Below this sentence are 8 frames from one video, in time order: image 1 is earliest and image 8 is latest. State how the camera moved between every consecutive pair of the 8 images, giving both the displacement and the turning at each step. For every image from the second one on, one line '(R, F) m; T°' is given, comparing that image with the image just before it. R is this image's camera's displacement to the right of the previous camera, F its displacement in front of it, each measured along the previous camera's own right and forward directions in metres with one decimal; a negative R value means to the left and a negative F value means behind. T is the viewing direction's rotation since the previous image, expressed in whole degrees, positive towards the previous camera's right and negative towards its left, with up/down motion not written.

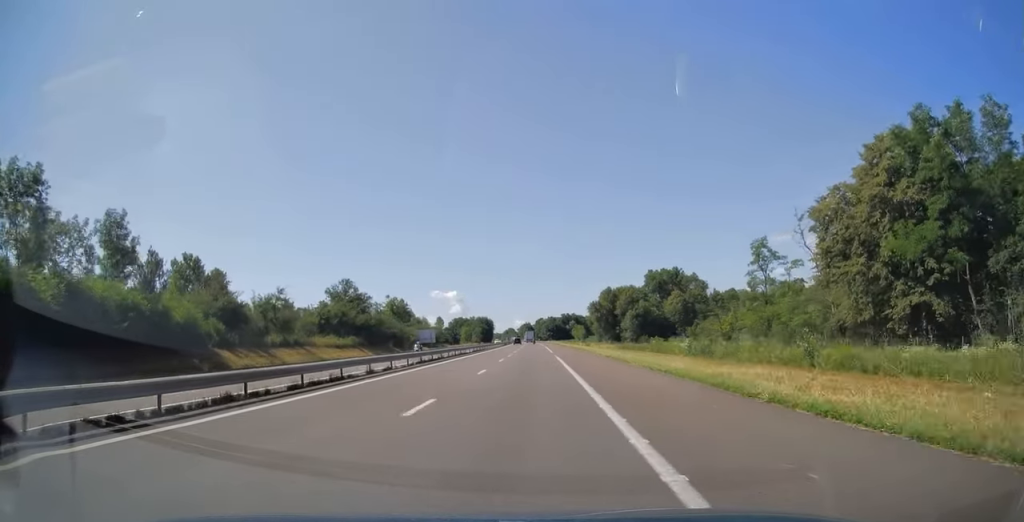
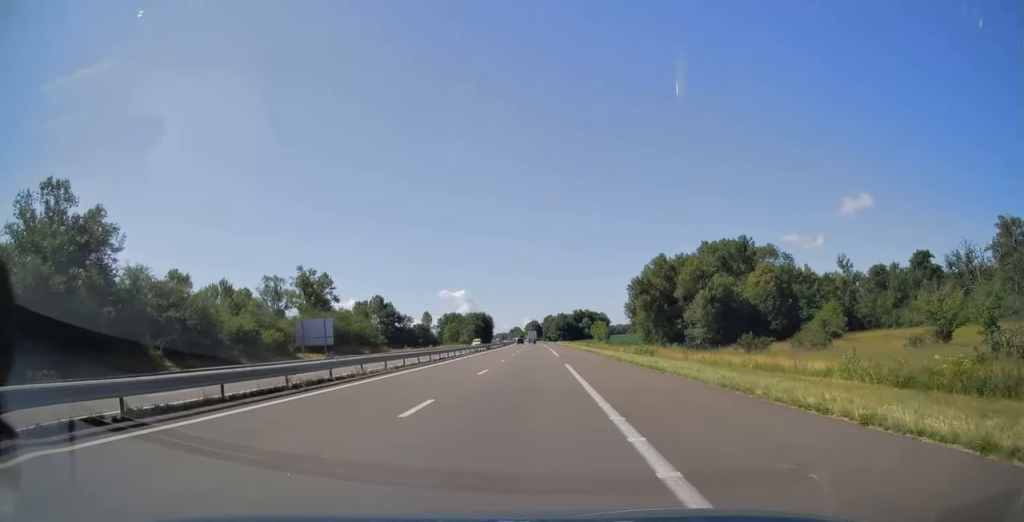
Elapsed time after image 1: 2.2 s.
(-0.4, +65.4) m; -1°
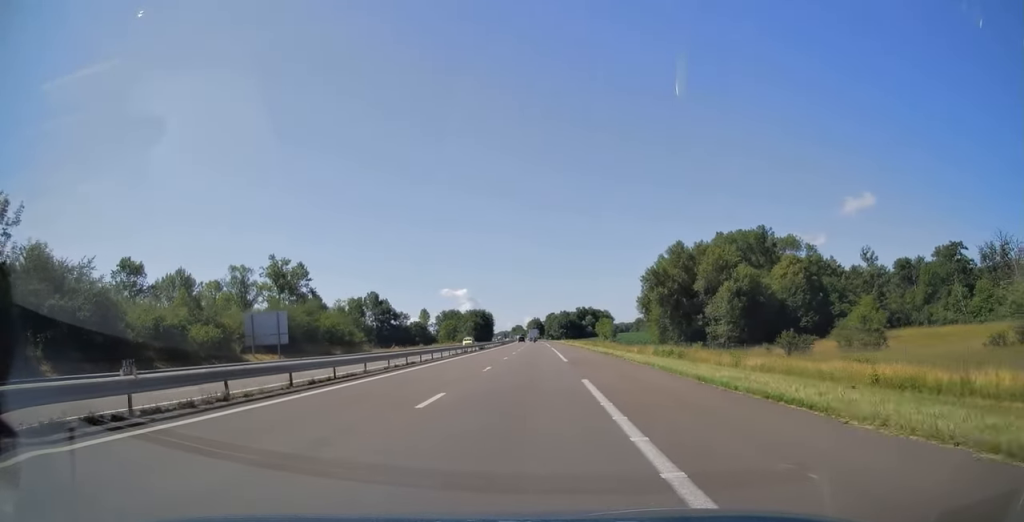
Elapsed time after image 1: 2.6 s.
(0.0, +11.8) m; 0°
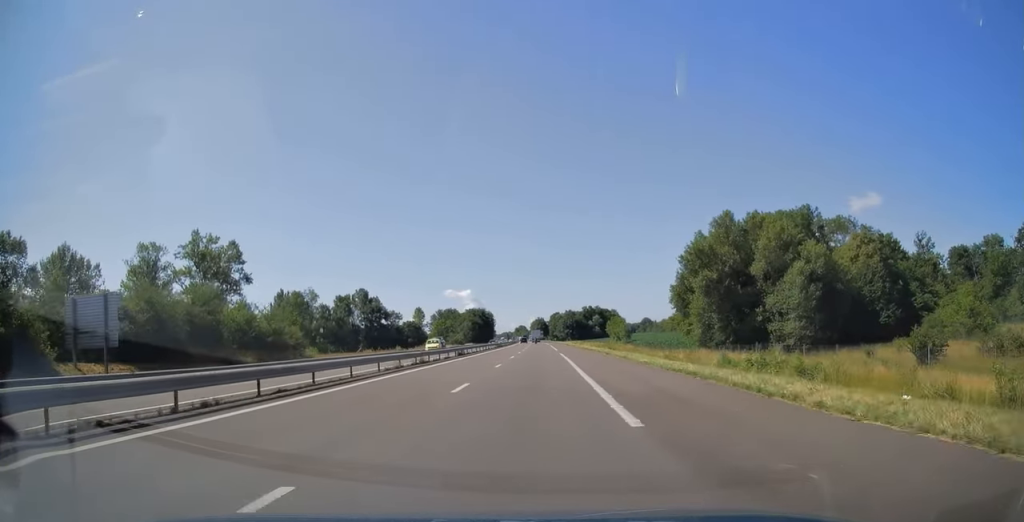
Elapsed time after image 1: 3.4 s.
(-0.1, +22.6) m; 0°
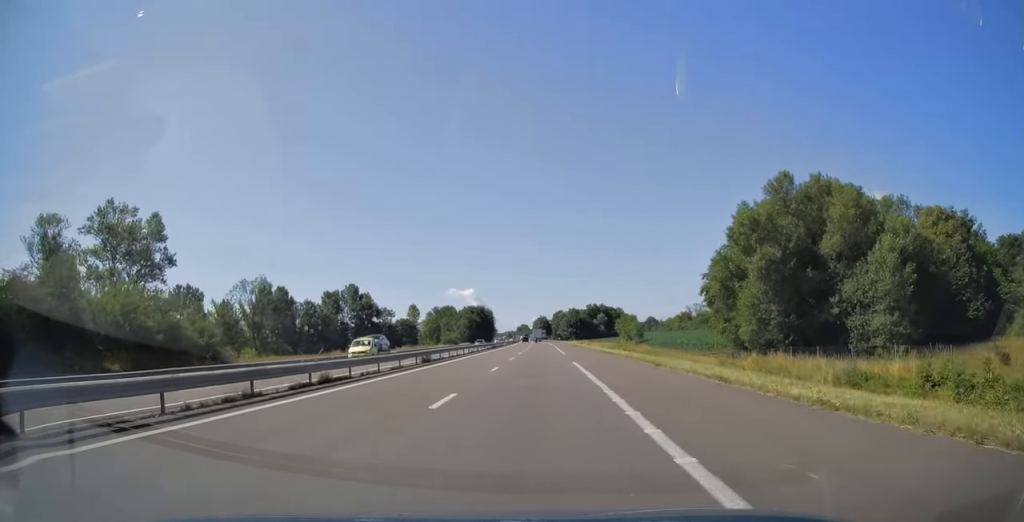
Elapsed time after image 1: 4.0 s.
(0.0, +16.7) m; 0°
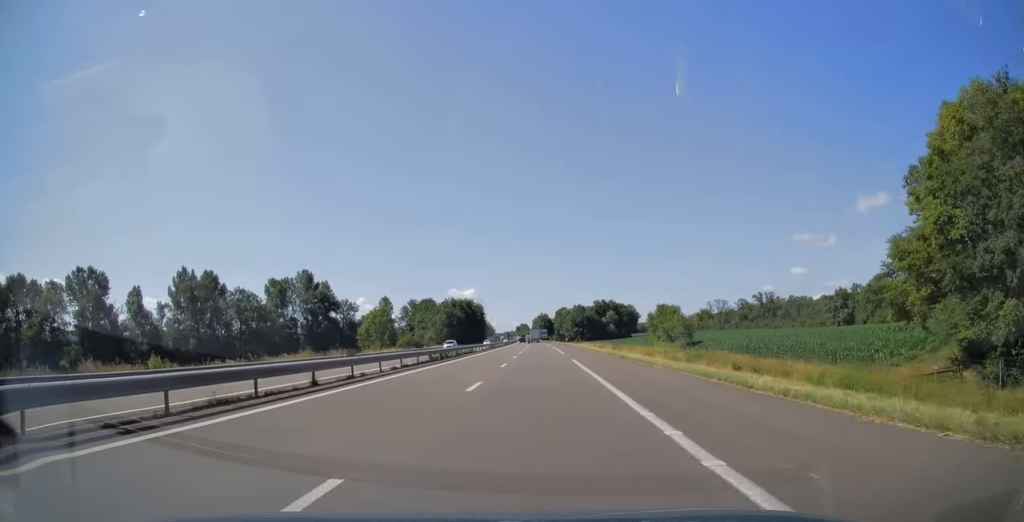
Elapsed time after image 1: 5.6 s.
(-0.2, +48.0) m; 0°
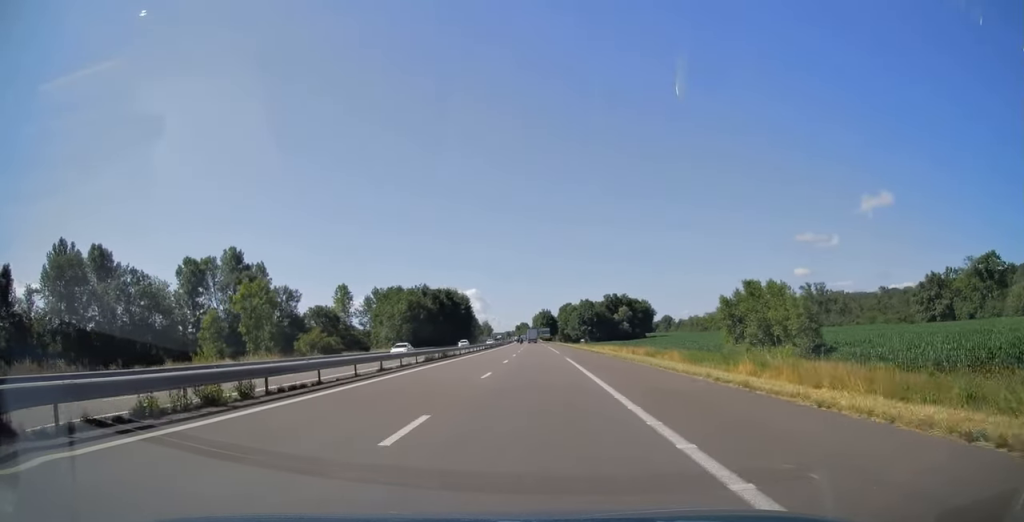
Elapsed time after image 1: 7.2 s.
(-0.1, +47.2) m; 0°
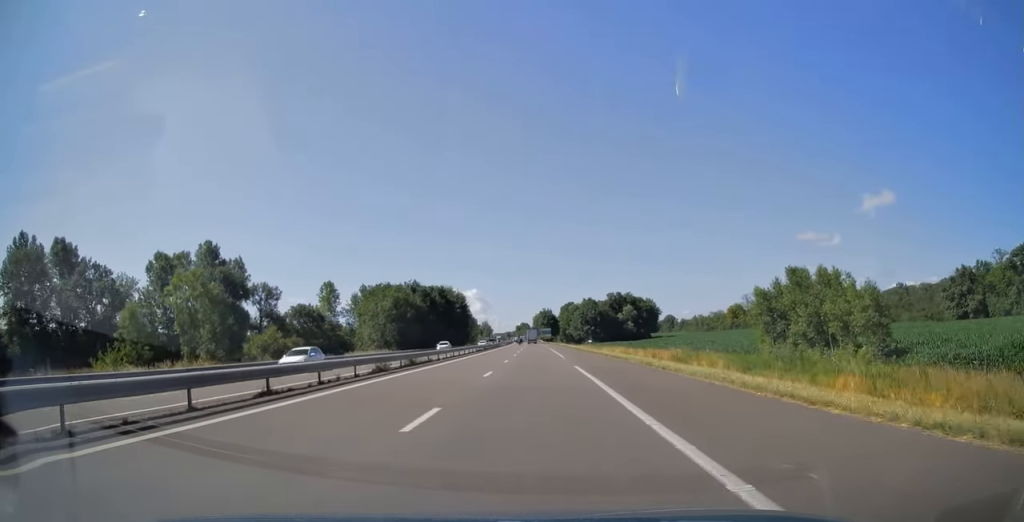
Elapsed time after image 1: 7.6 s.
(0.0, +11.8) m; 0°
